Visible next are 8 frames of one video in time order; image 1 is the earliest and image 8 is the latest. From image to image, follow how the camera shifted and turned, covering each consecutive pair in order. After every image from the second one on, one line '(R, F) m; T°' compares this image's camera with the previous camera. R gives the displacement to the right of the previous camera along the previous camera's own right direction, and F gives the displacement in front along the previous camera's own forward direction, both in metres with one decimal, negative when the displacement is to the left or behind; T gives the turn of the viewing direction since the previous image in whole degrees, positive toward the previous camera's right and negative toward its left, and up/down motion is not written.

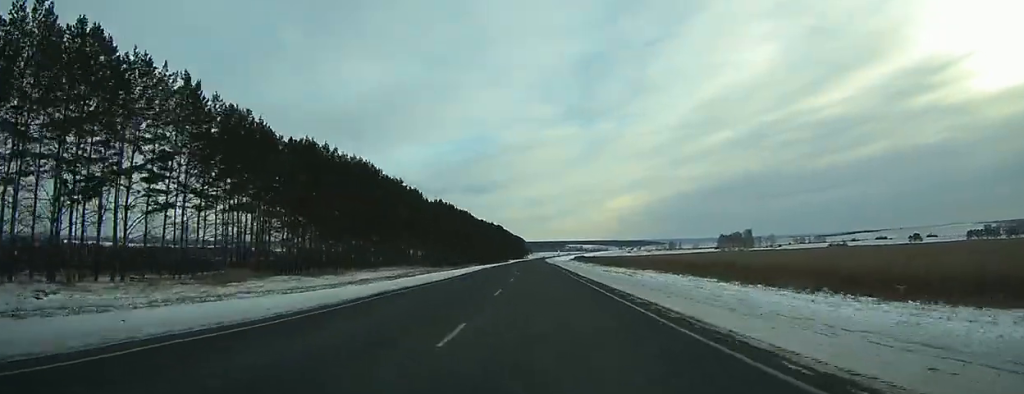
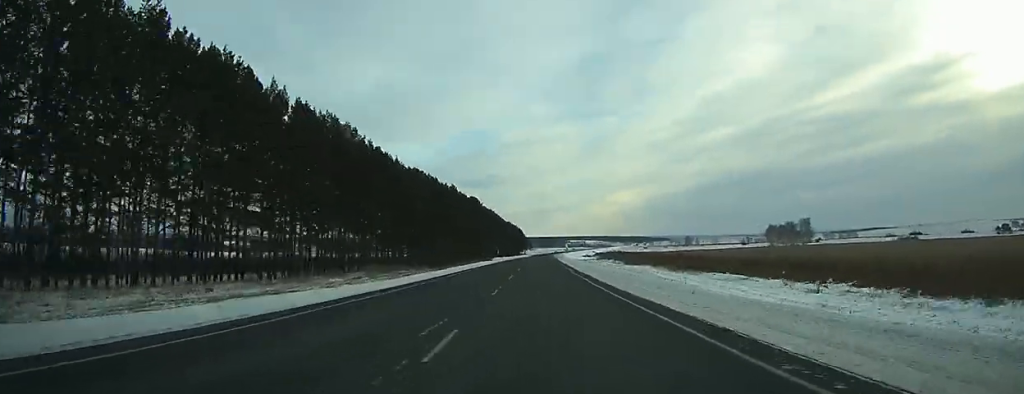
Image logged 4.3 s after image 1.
(+0.1, +120.9) m; 0°
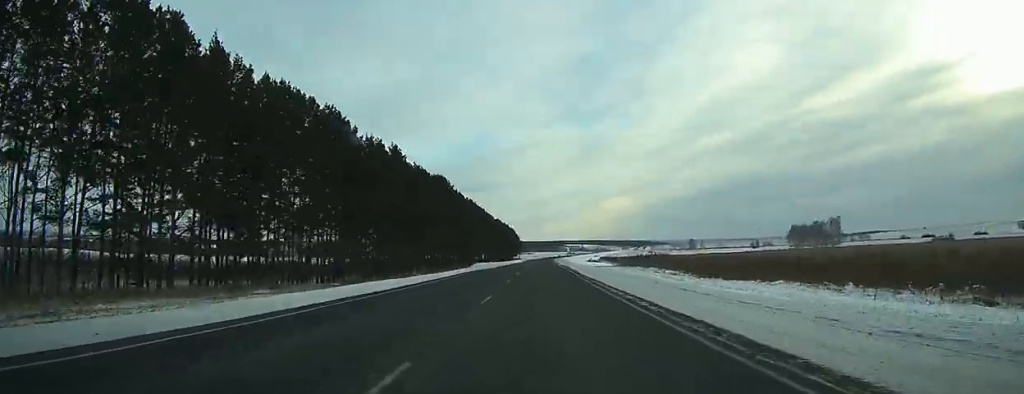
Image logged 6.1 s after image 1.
(0.0, +51.2) m; +1°
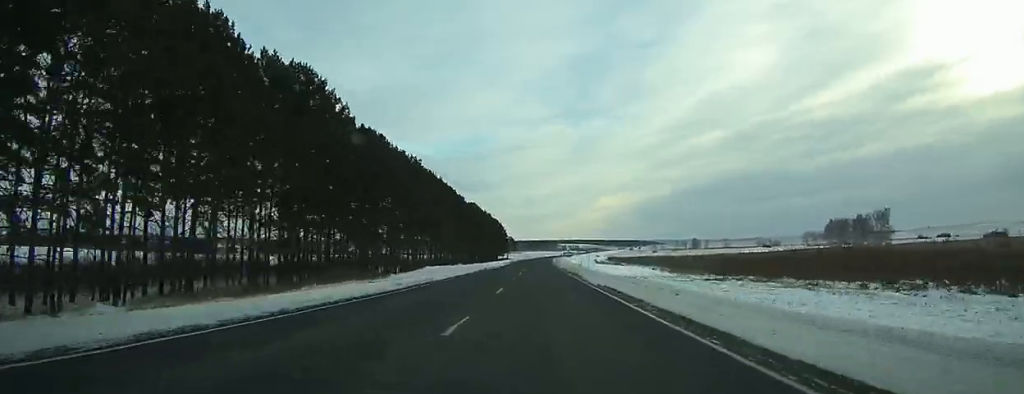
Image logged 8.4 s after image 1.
(+0.6, +66.0) m; +1°
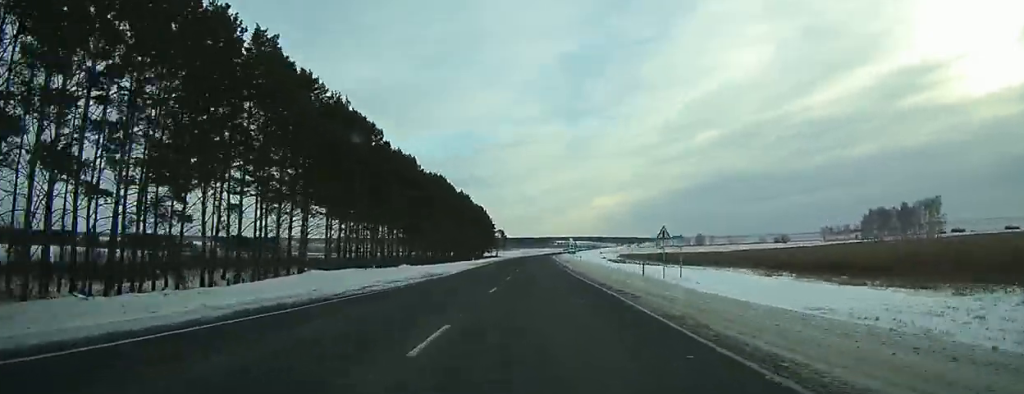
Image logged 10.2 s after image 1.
(0.0, +50.2) m; 0°
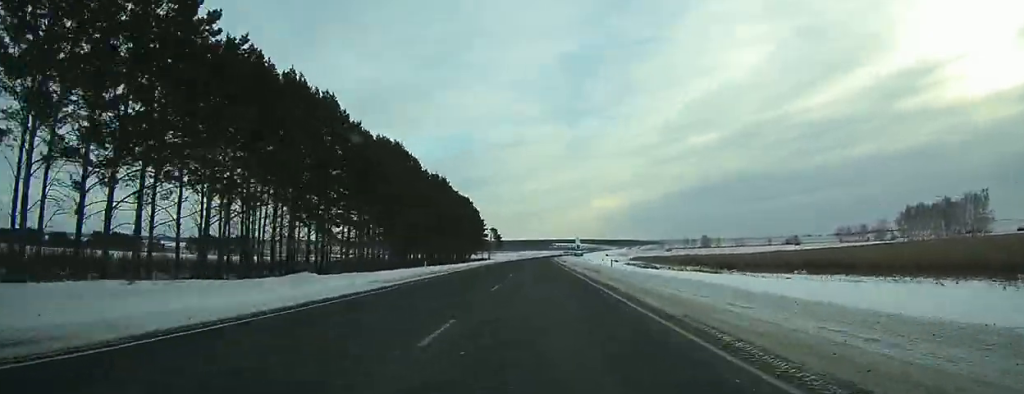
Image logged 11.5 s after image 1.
(+0.2, +34.8) m; 0°
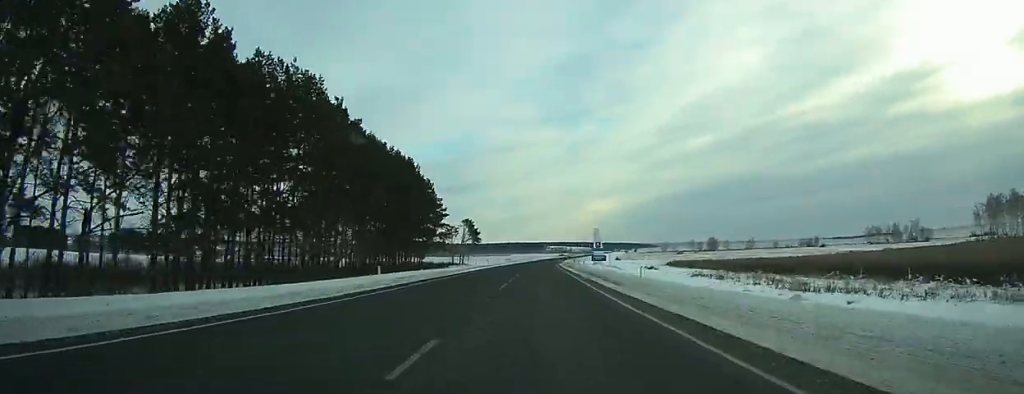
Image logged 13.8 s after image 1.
(+0.2, +63.1) m; 0°
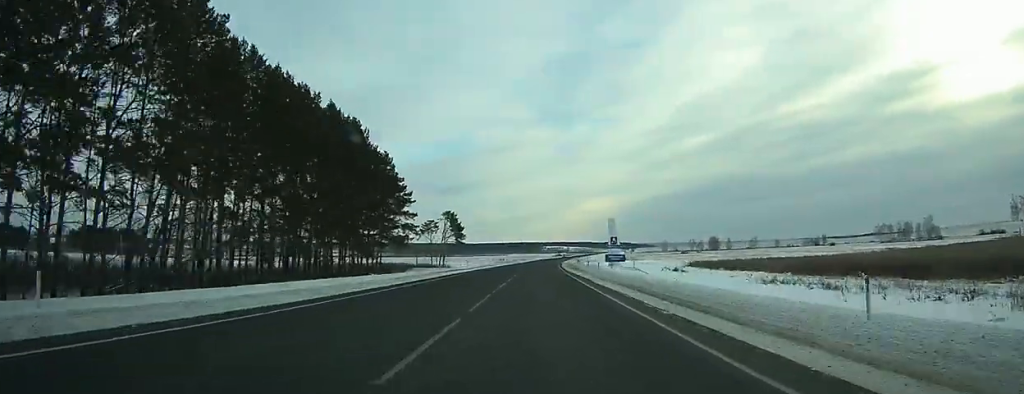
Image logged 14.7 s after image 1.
(0.0, +24.8) m; 0°
